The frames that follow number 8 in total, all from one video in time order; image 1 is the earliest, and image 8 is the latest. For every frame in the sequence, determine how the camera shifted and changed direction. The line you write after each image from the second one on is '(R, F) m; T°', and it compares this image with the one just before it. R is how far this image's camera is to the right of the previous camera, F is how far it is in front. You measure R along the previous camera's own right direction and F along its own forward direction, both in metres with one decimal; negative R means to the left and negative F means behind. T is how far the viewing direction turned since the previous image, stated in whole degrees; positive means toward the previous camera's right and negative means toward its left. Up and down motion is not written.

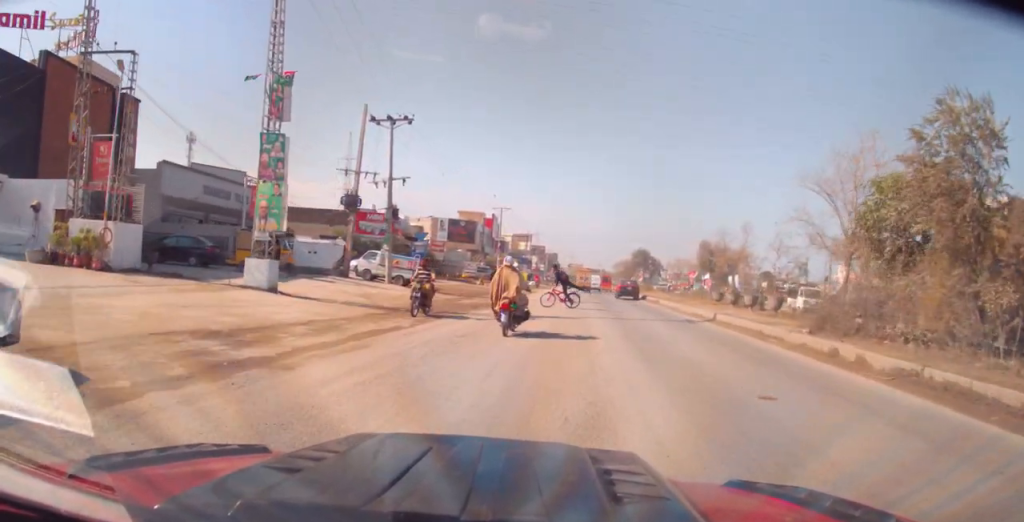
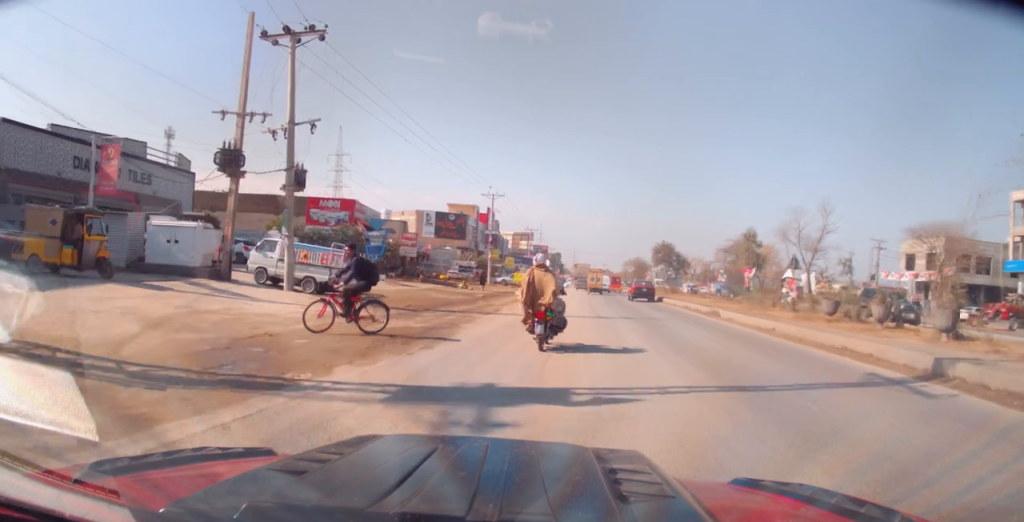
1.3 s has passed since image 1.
(-0.5, +14.0) m; +1°
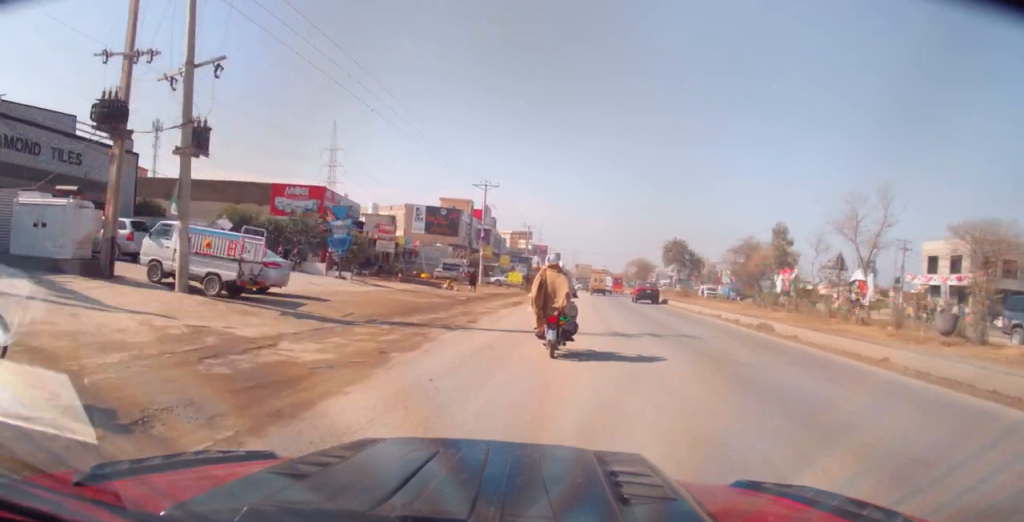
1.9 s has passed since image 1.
(+0.3, +6.6) m; +1°
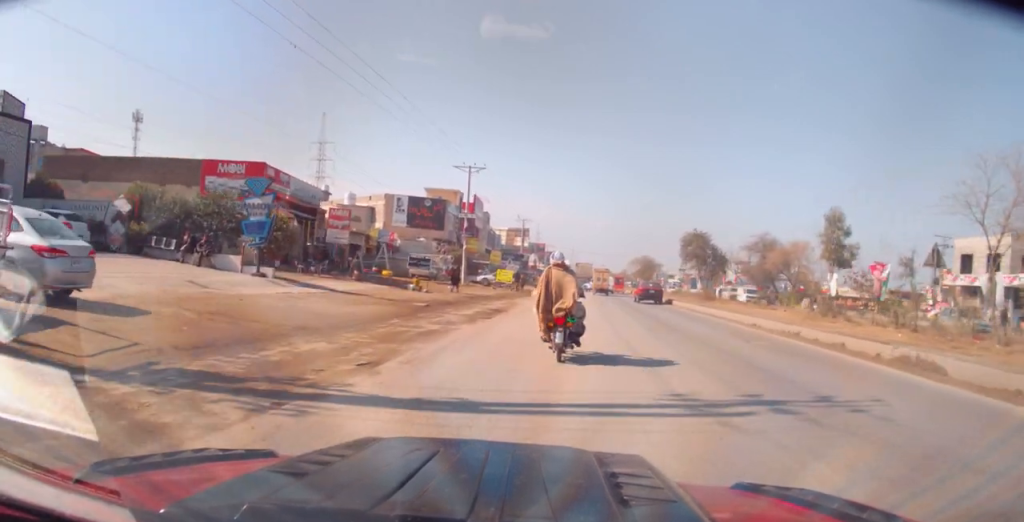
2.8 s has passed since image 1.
(+0.2, +9.1) m; 0°
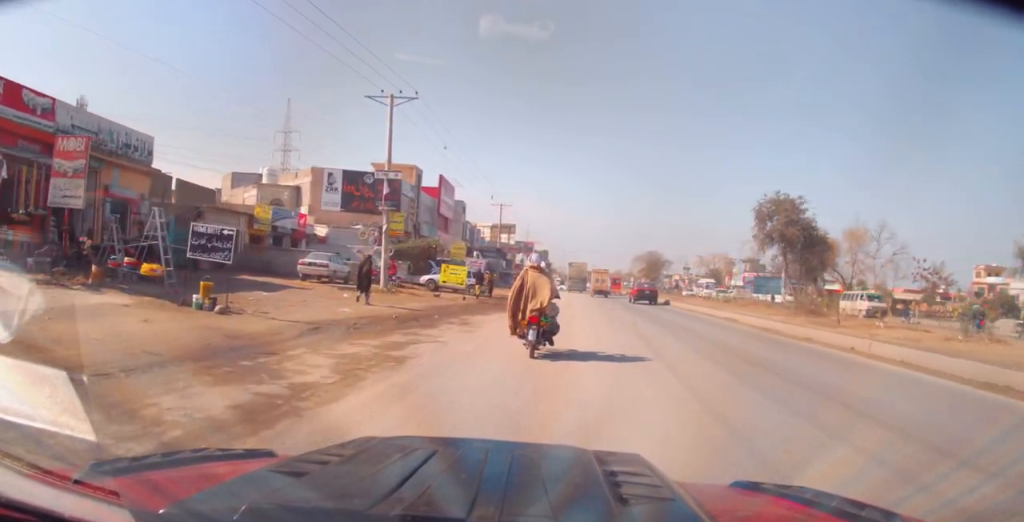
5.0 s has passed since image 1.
(-0.1, +20.1) m; -1°
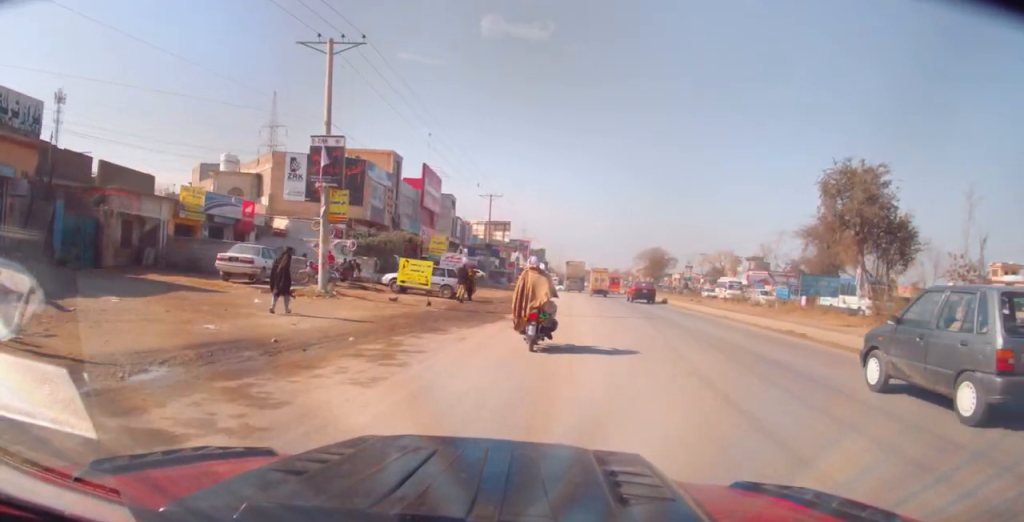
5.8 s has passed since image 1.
(-0.1, +7.3) m; 0°
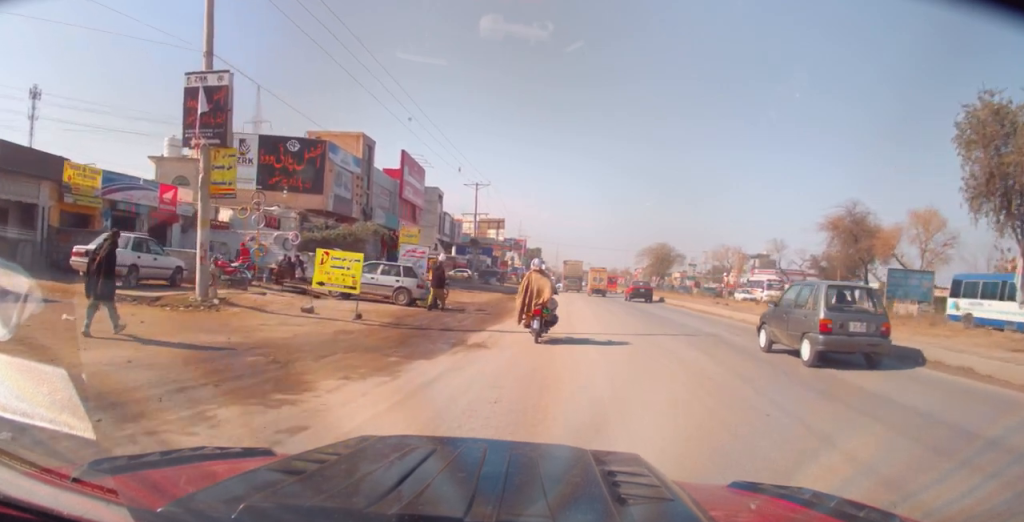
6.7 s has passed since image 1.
(-0.1, +7.7) m; +2°
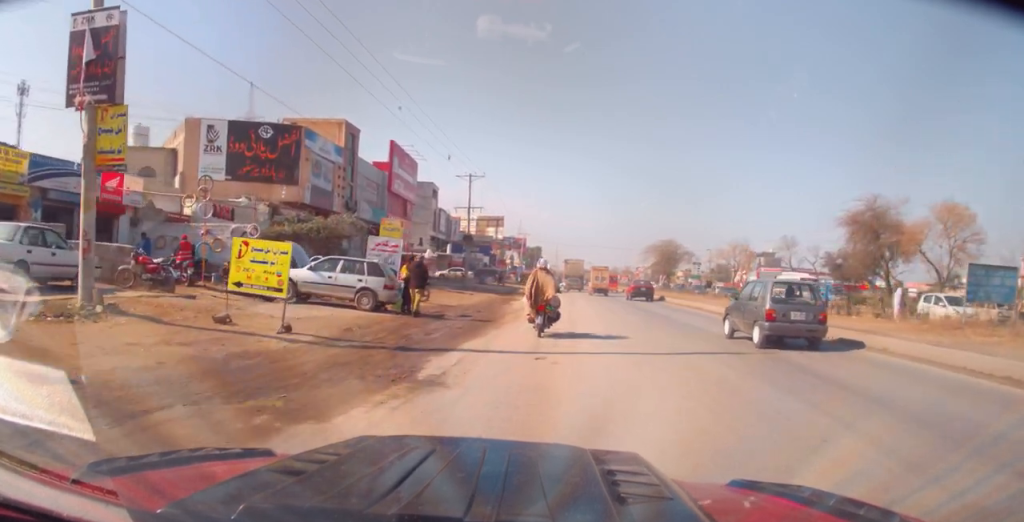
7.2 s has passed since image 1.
(+0.5, +4.3) m; 0°
